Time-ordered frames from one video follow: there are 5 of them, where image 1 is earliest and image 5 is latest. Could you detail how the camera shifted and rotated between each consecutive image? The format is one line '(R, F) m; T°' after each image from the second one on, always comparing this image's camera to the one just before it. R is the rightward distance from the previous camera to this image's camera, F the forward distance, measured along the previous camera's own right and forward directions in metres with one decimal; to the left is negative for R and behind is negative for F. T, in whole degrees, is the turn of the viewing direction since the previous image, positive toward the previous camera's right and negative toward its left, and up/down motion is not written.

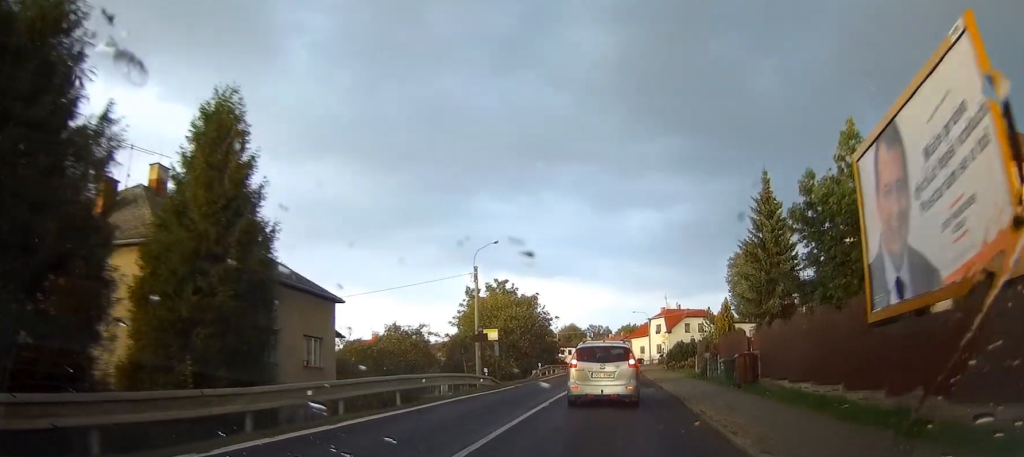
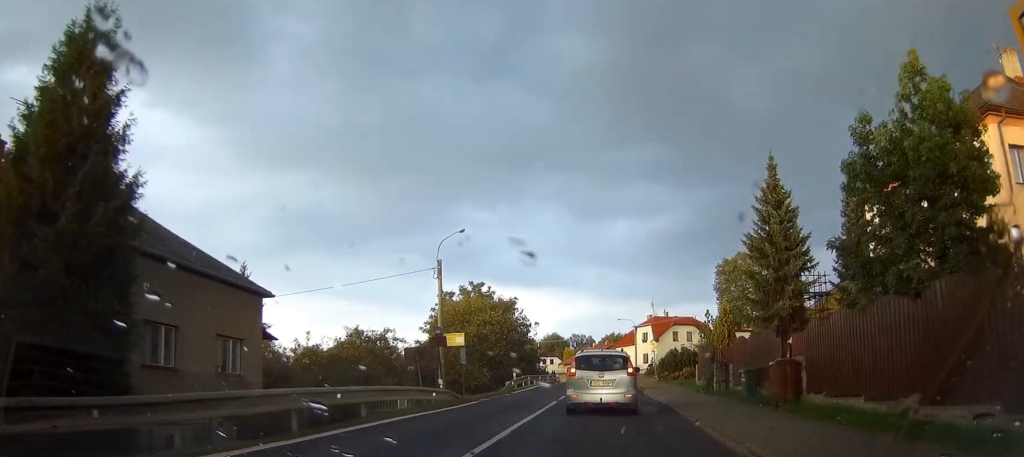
(+0.2, +5.8) m; +2°
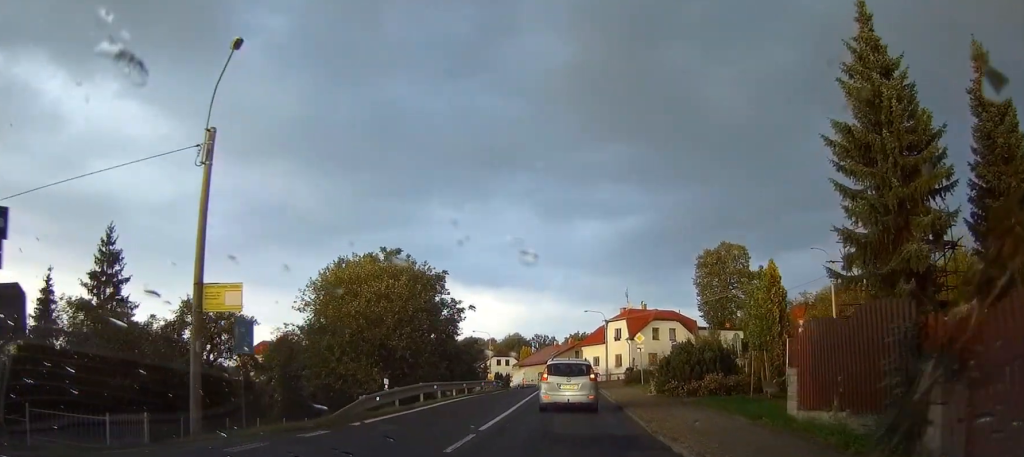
(+0.4, +19.5) m; +2°
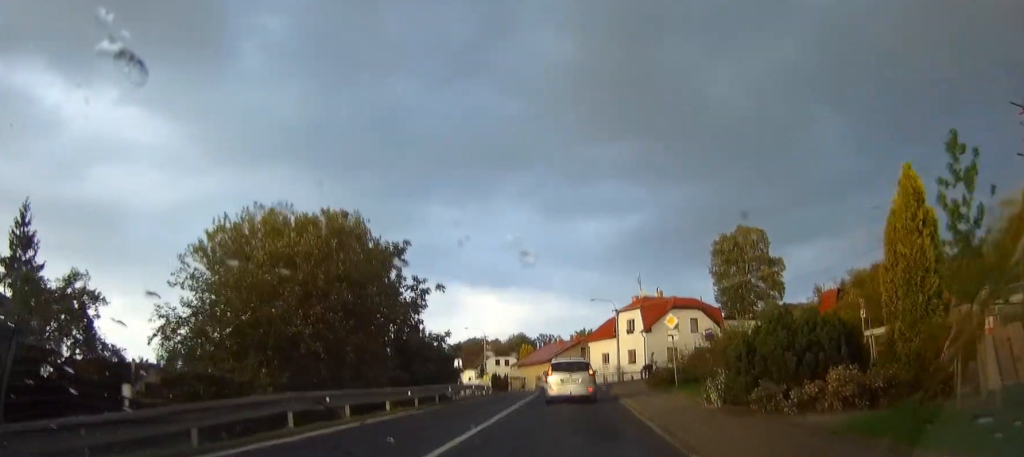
(+0.1, +12.7) m; 0°
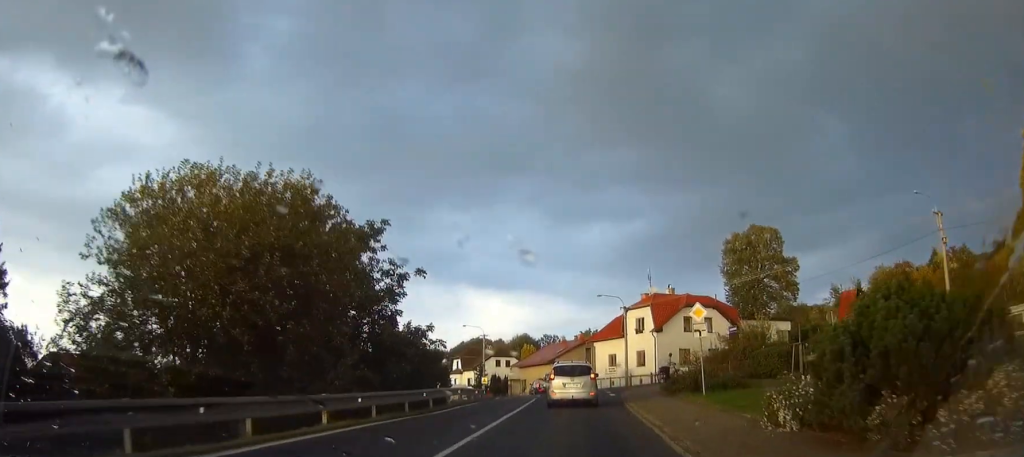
(0.0, +5.8) m; 0°
